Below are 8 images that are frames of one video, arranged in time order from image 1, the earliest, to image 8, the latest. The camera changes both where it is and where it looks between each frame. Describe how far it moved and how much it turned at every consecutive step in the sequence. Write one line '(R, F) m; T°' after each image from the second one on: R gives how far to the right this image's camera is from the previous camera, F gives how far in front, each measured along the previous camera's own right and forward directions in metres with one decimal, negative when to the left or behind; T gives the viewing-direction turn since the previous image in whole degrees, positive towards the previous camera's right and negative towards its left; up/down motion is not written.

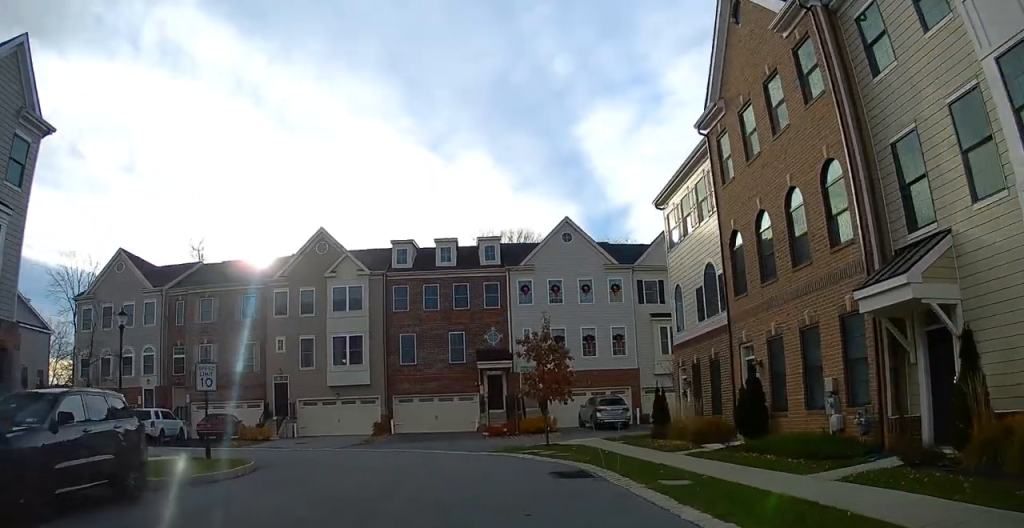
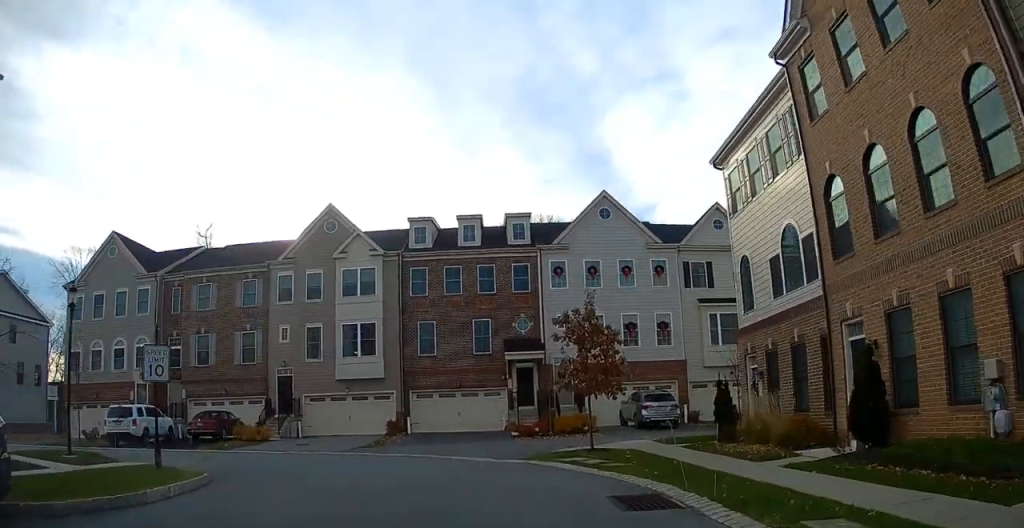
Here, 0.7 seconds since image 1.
(-0.2, +4.2) m; -2°
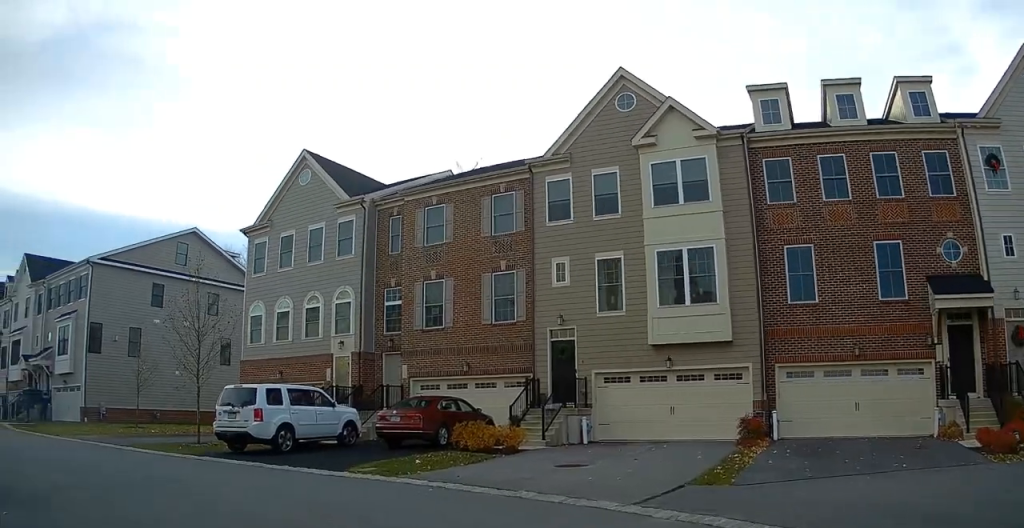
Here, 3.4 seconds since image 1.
(-0.9, +16.0) m; -16°
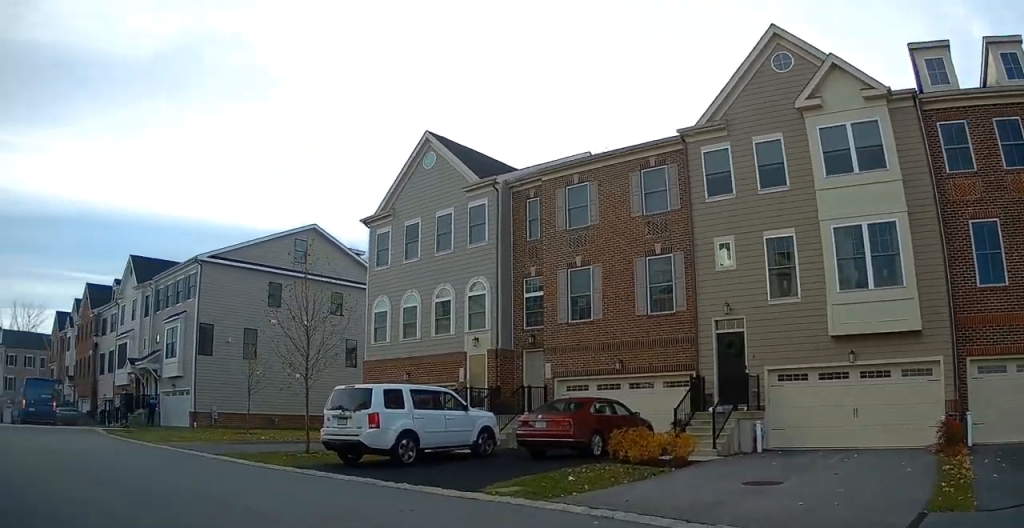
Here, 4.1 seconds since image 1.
(-0.1, +3.1) m; -15°
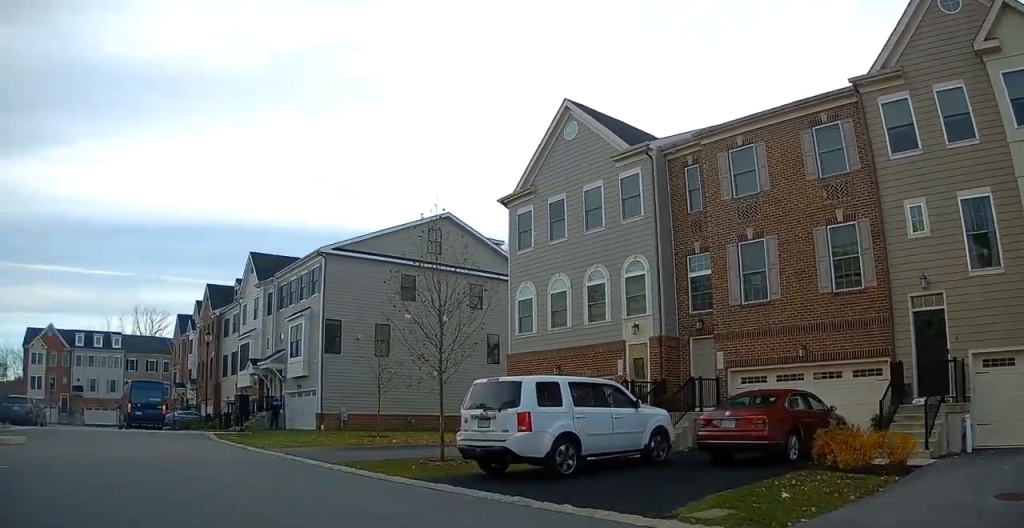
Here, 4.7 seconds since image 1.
(-0.7, +2.7) m; -15°
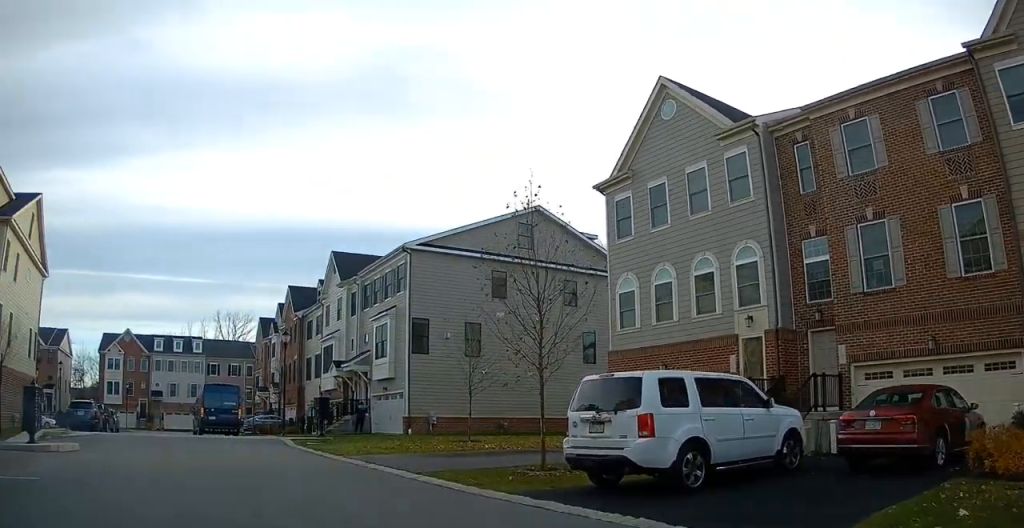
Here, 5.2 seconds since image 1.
(-0.2, +1.8) m; -9°
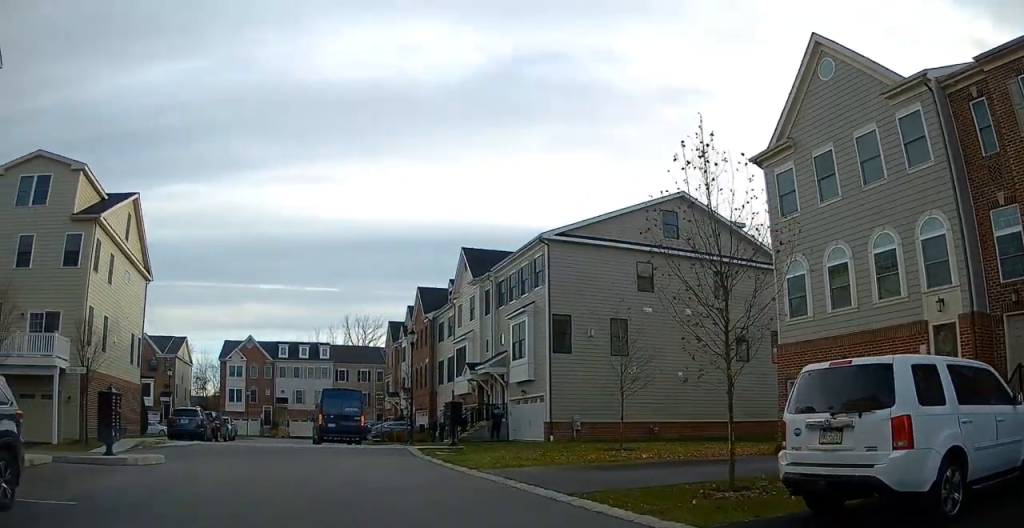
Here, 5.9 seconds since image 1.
(-0.2, +2.7) m; -11°
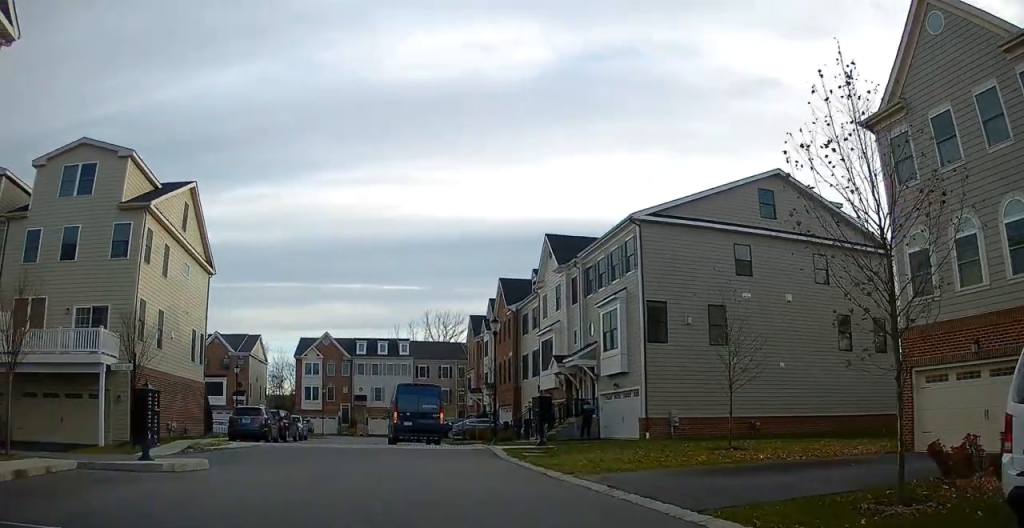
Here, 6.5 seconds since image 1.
(-0.2, +2.2) m; -9°
